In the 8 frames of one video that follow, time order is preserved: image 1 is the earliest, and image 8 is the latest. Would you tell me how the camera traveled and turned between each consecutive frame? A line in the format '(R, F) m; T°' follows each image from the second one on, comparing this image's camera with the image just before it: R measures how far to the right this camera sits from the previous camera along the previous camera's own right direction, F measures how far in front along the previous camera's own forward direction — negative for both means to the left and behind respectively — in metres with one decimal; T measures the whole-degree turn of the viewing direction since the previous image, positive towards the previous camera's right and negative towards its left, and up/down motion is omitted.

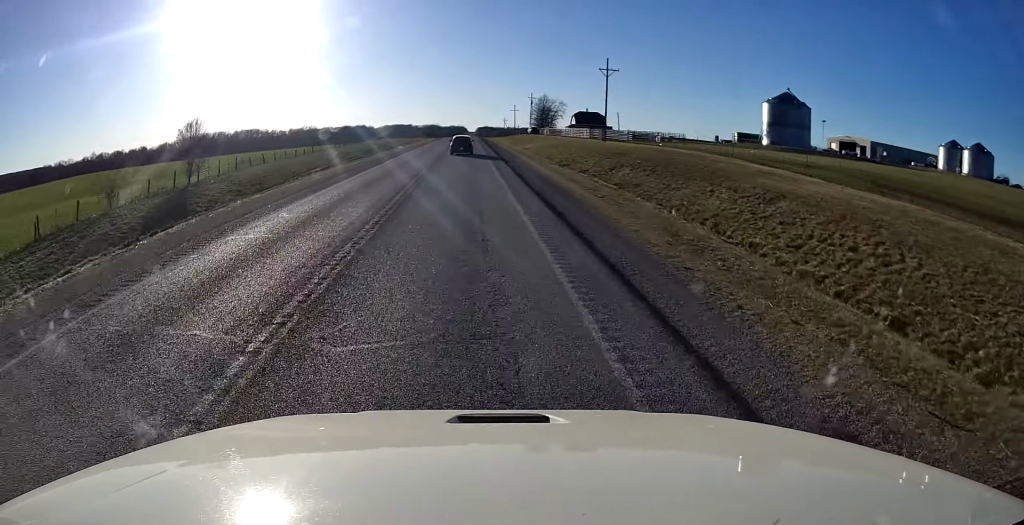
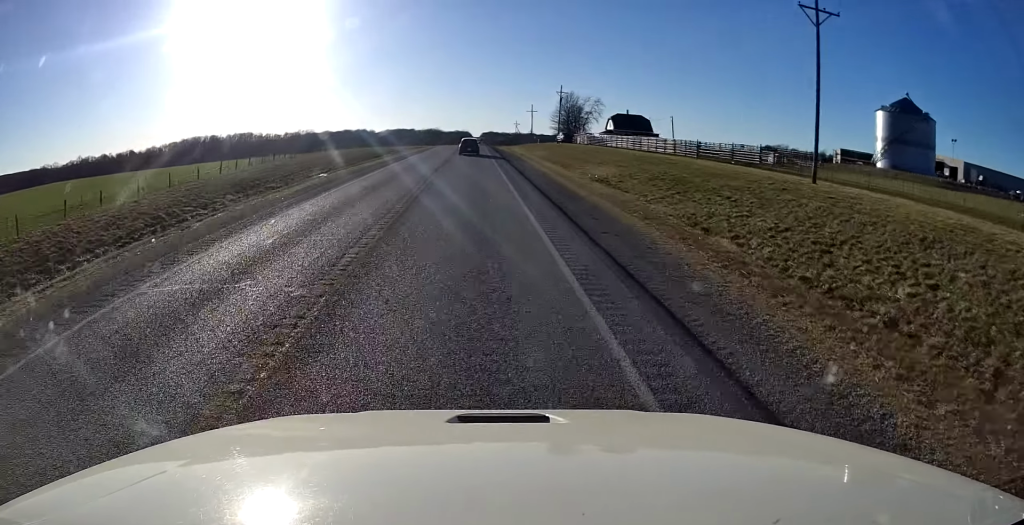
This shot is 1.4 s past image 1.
(+0.7, +44.8) m; +1°
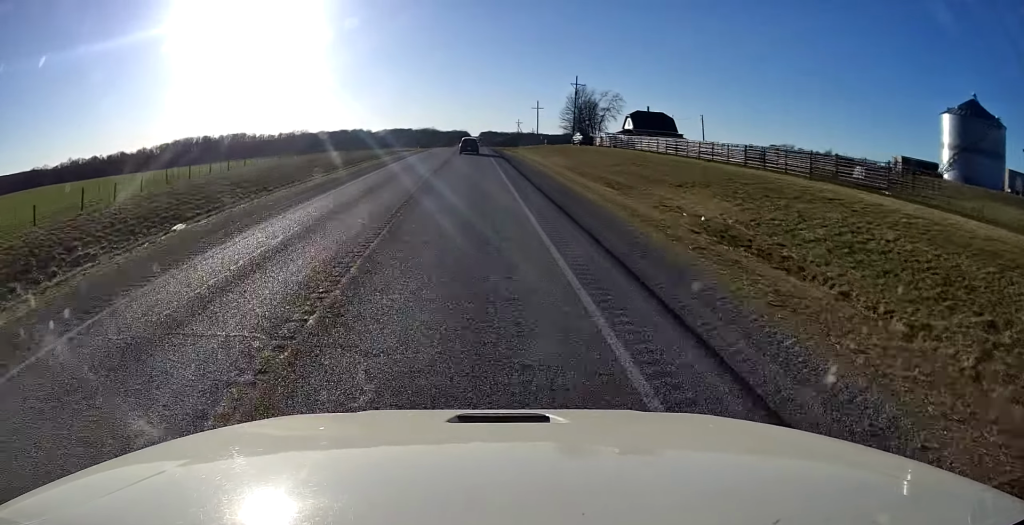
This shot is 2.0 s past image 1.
(0.0, +19.3) m; 0°
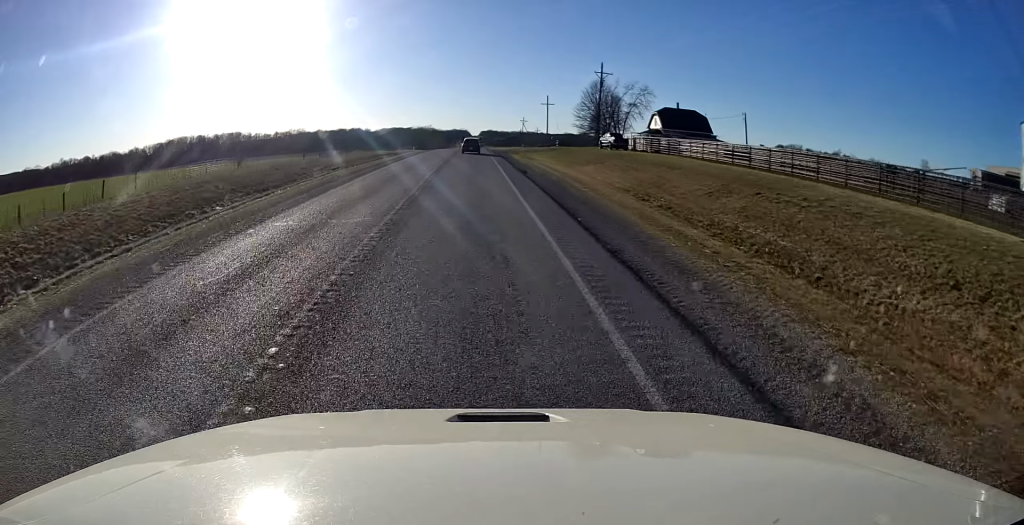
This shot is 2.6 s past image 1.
(-0.1, +19.2) m; 0°
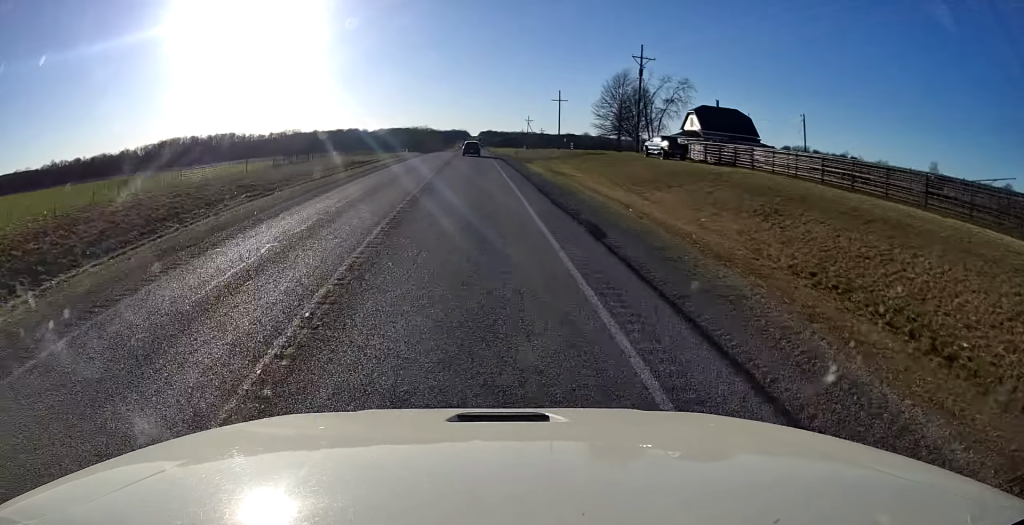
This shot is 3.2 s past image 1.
(0.0, +19.1) m; 0°
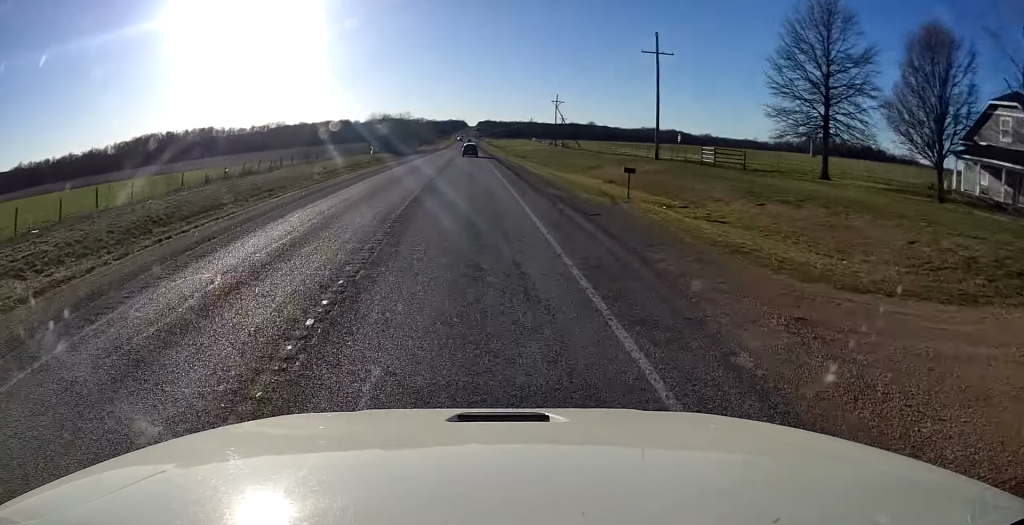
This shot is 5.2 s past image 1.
(-0.4, +61.7) m; 0°
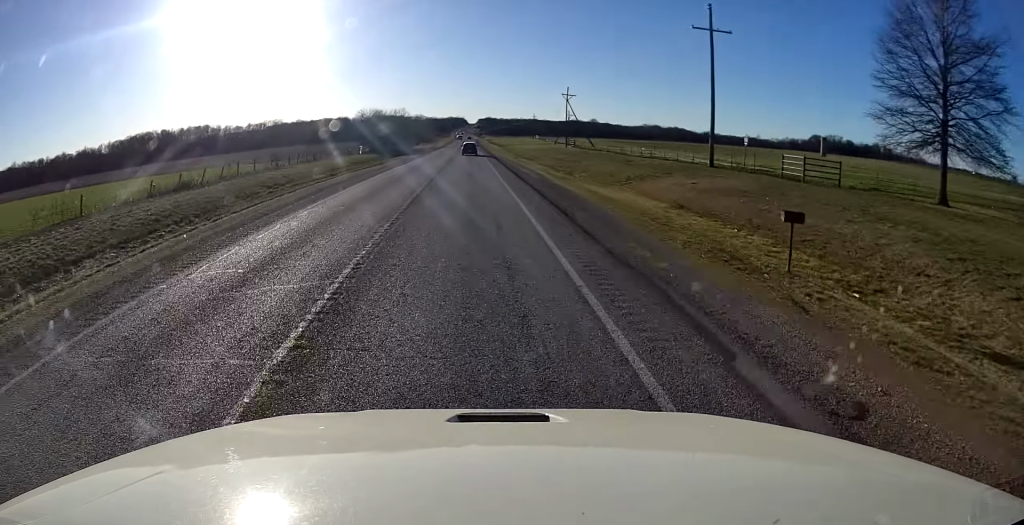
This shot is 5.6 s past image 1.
(+0.3, +12.4) m; 0°
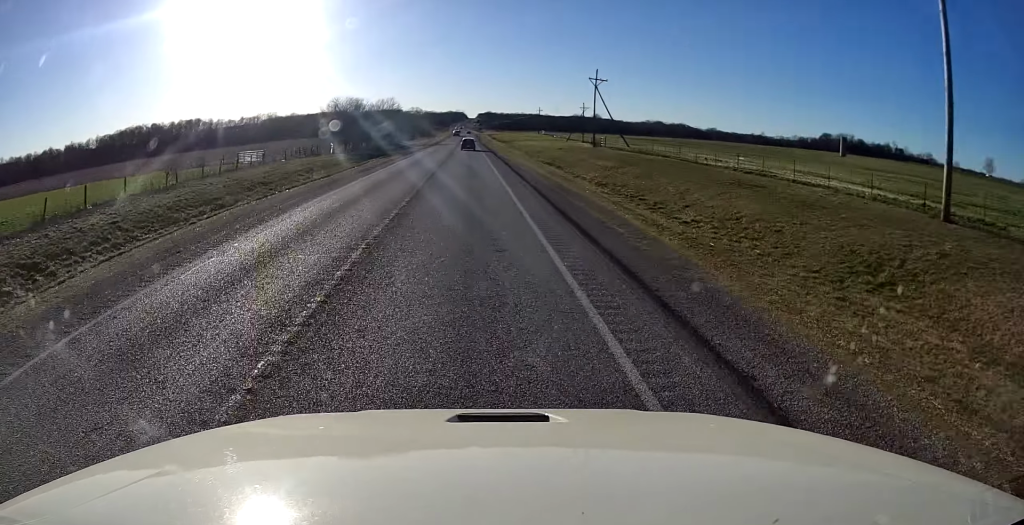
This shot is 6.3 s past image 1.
(+0.2, +22.8) m; 0°
